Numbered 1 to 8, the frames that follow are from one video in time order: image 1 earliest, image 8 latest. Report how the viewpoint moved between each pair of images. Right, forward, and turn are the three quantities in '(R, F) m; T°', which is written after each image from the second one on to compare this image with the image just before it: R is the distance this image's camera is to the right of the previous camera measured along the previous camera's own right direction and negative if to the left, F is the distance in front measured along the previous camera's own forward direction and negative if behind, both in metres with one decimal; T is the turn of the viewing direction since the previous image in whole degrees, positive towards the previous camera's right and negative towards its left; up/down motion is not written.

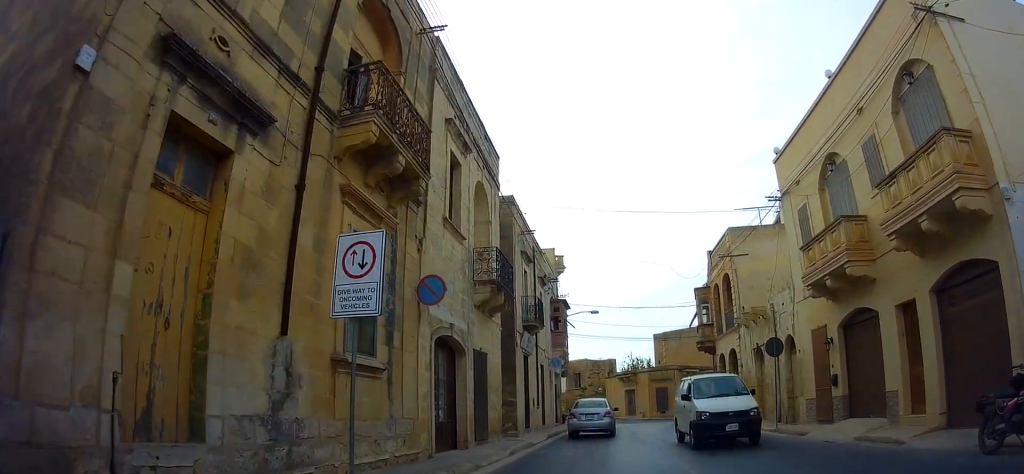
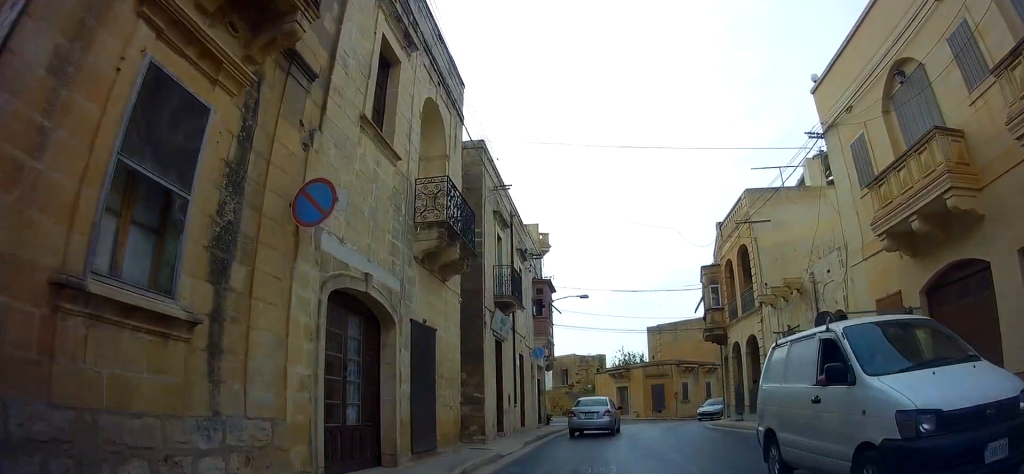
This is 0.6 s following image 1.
(-0.4, +3.9) m; +1°
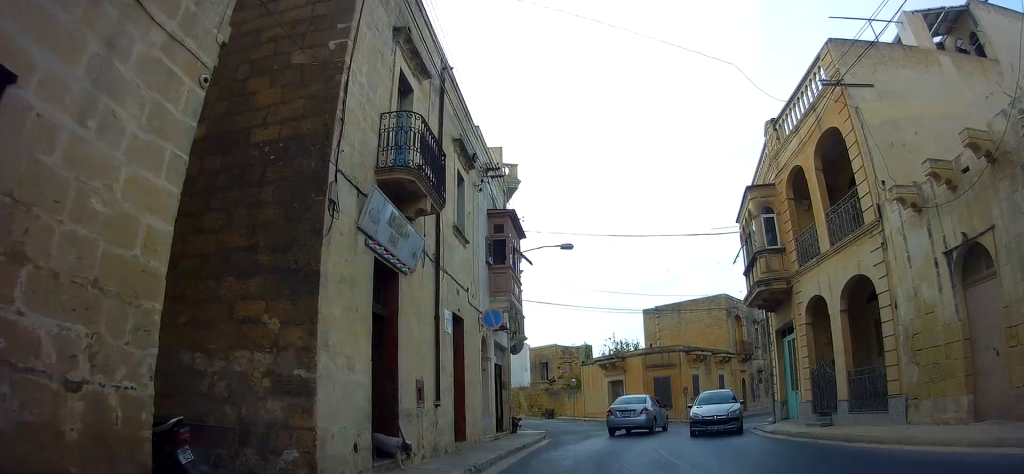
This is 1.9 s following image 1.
(+0.8, +8.8) m; +7°
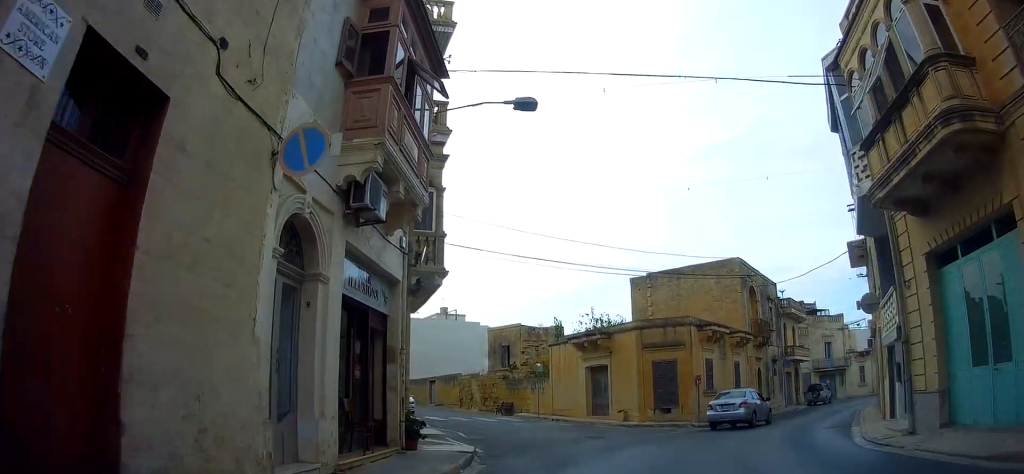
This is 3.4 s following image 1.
(+0.1, +10.4) m; -5°
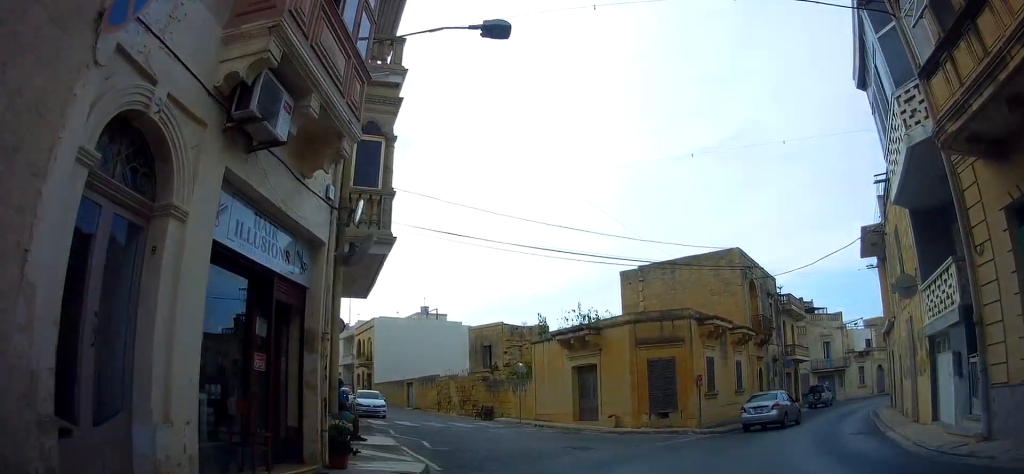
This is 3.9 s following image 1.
(0.0, +3.1) m; -1°
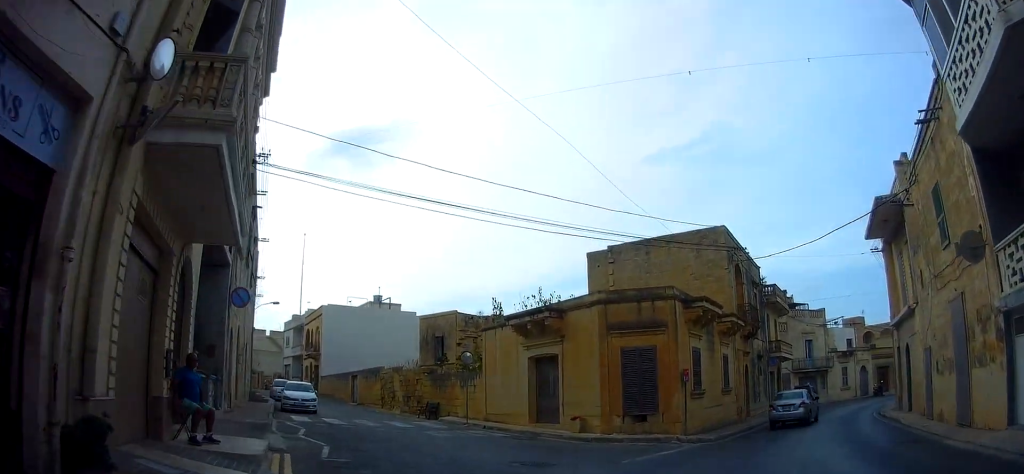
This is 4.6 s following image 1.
(-0.7, +4.6) m; +6°
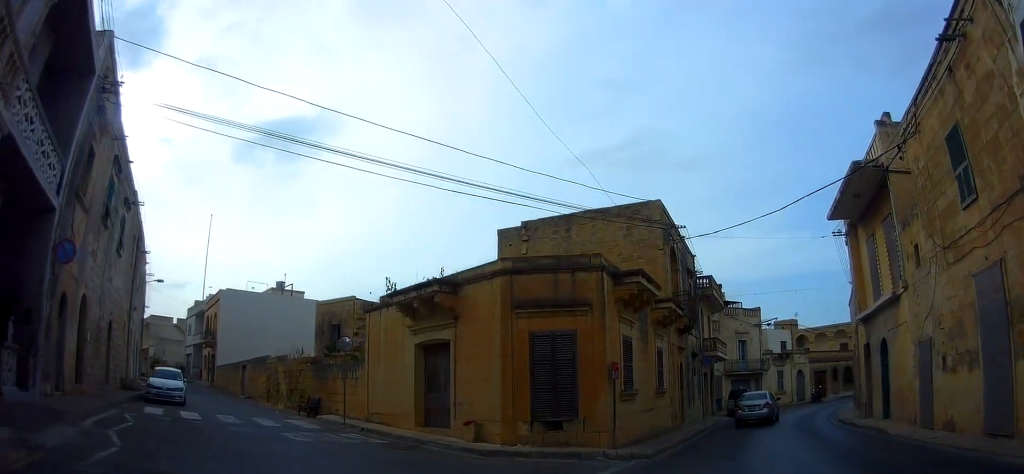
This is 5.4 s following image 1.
(+1.0, +4.3) m; +8°
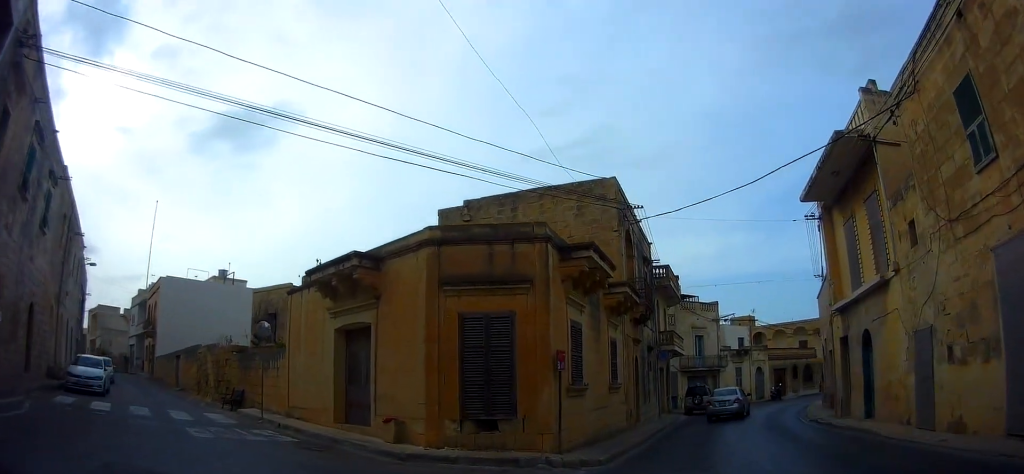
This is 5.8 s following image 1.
(+0.3, +2.2) m; +4°
